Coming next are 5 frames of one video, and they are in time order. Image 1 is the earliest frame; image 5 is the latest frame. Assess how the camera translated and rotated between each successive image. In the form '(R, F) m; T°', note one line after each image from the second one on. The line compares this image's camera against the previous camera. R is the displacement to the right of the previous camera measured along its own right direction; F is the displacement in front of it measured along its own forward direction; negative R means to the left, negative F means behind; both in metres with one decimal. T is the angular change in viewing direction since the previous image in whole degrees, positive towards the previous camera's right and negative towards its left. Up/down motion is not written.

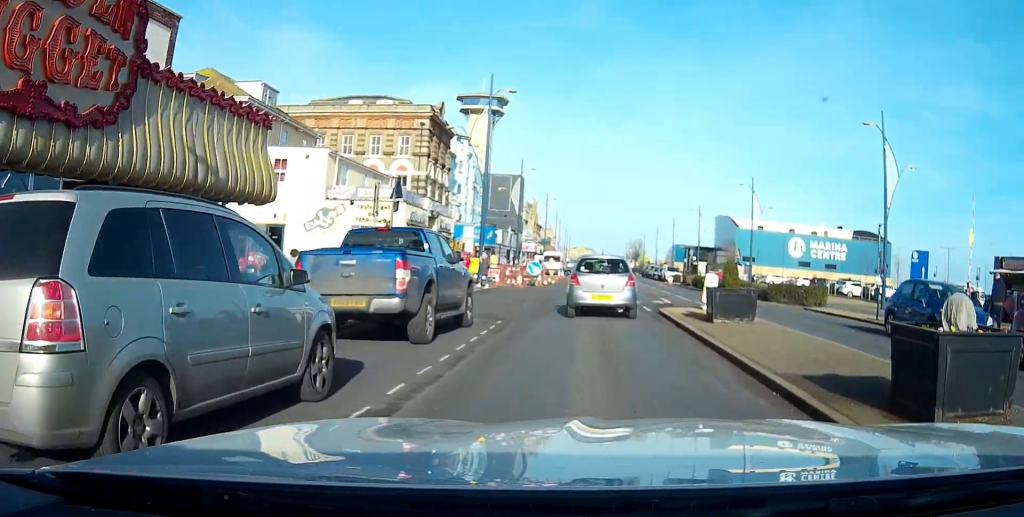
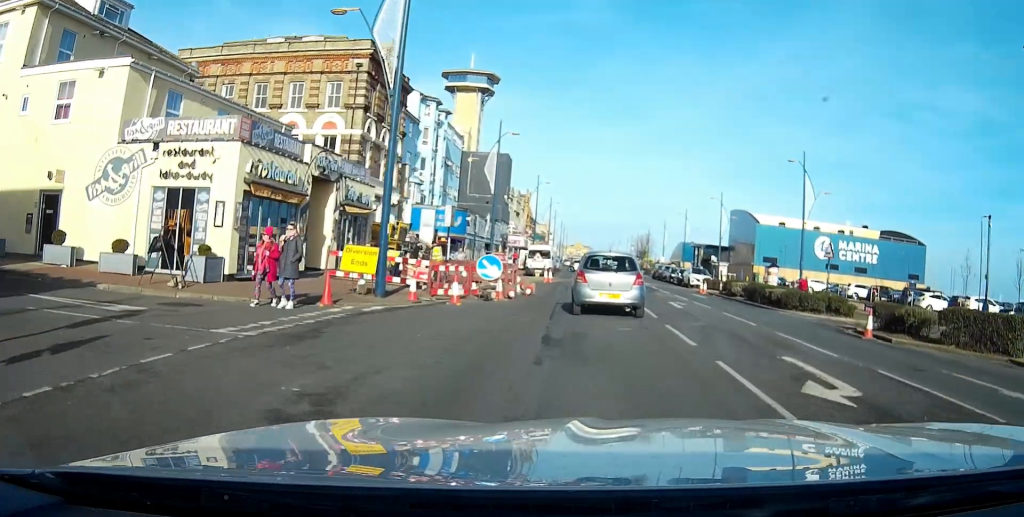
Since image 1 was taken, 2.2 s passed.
(+0.1, +19.0) m; 0°
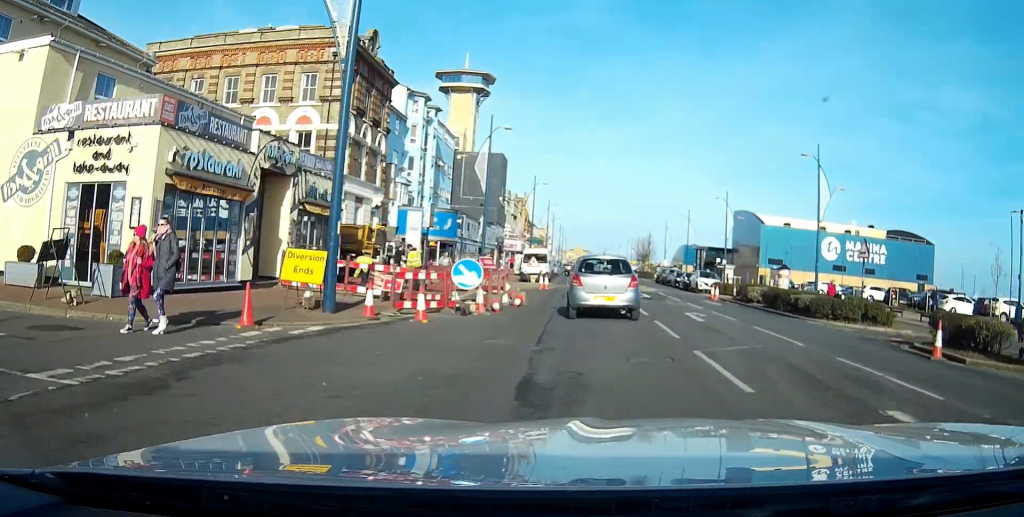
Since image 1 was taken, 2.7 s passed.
(0.0, +4.2) m; 0°
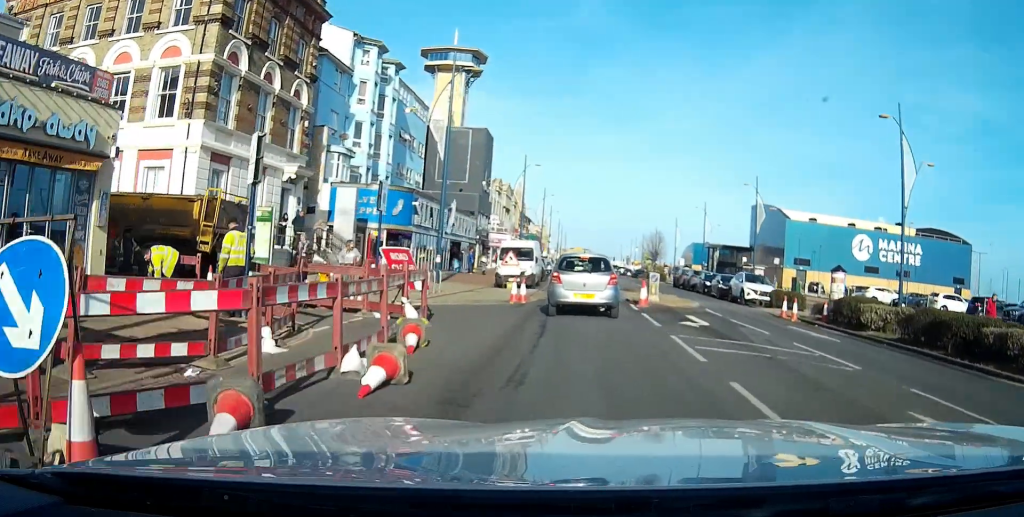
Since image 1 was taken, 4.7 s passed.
(+0.2, +16.0) m; +1°
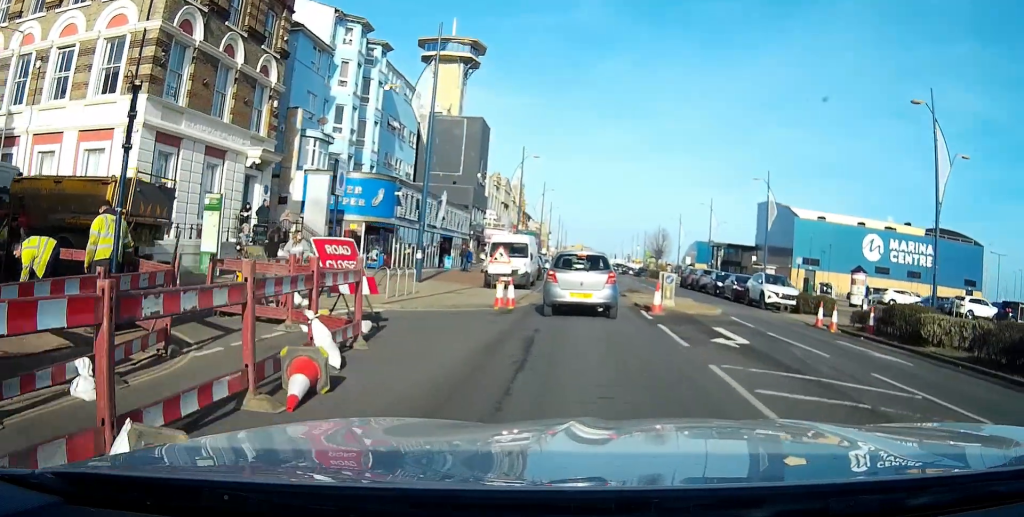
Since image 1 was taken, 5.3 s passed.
(0.0, +4.4) m; -1°
